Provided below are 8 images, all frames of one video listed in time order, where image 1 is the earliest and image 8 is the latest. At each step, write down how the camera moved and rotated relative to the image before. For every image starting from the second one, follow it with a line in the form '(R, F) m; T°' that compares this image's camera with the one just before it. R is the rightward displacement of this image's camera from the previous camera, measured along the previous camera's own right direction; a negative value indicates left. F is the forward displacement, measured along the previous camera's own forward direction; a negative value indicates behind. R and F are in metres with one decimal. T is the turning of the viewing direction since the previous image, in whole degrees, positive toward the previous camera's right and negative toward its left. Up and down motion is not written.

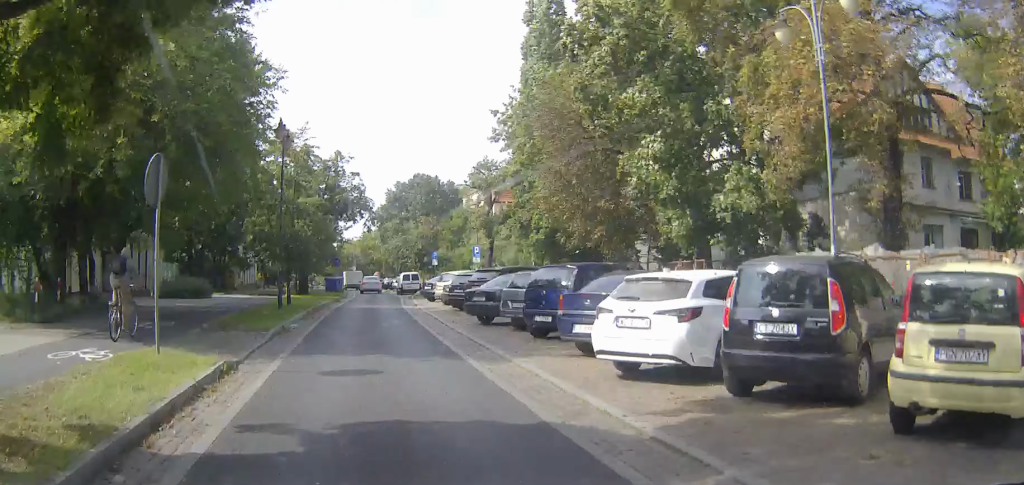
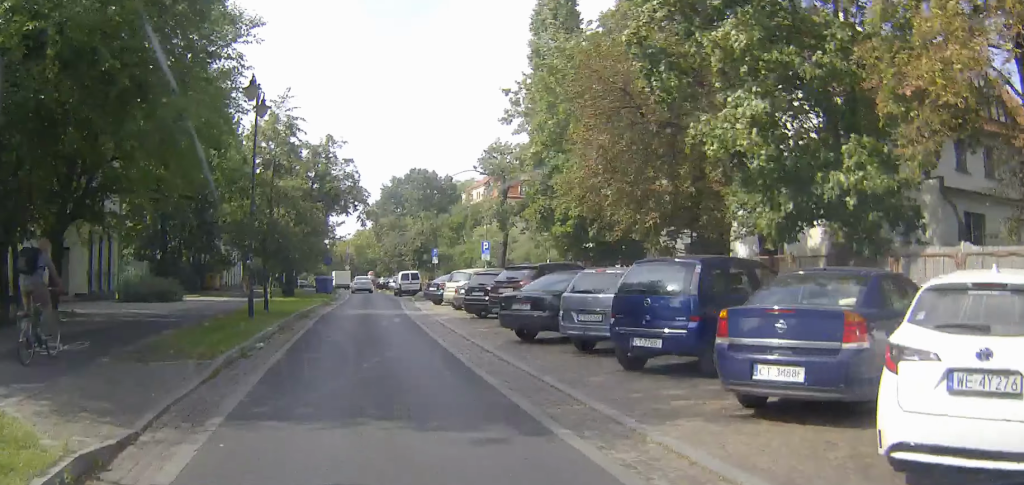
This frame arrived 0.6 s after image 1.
(0.0, +6.4) m; +1°
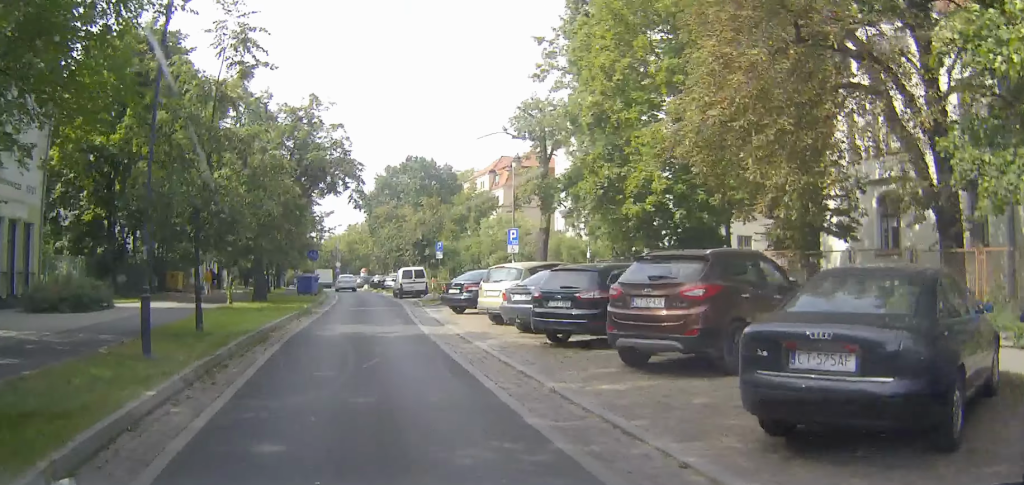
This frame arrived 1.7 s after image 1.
(+0.1, +10.7) m; +1°
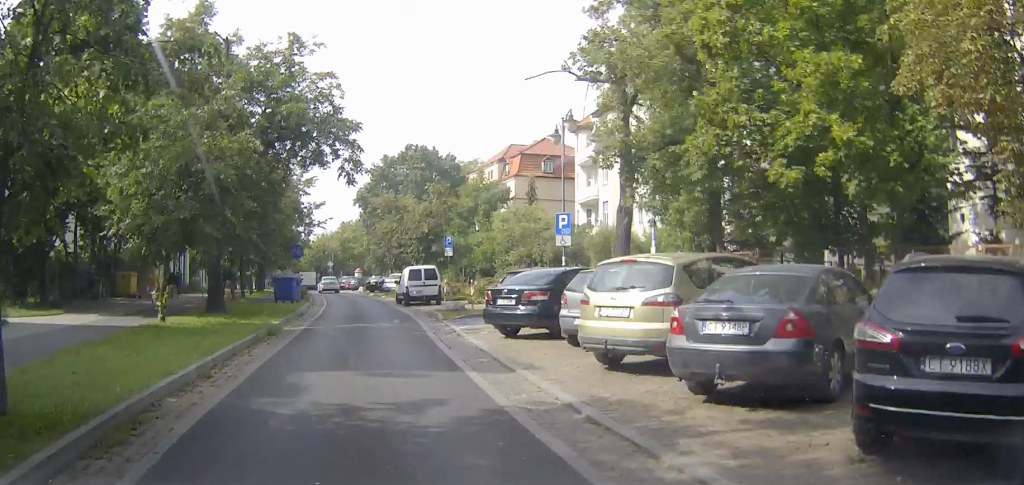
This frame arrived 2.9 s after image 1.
(0.0, +10.1) m; 0°
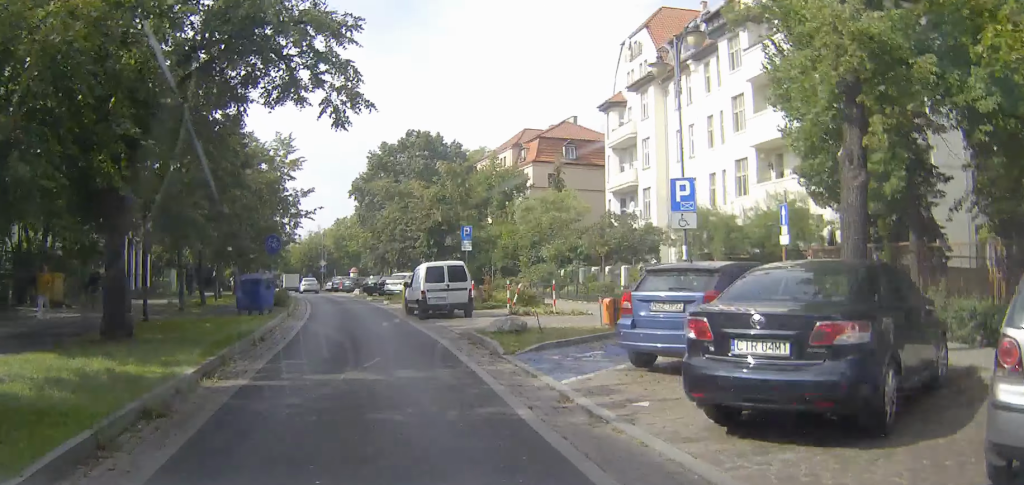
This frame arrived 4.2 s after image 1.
(-0.1, +10.4) m; -1°
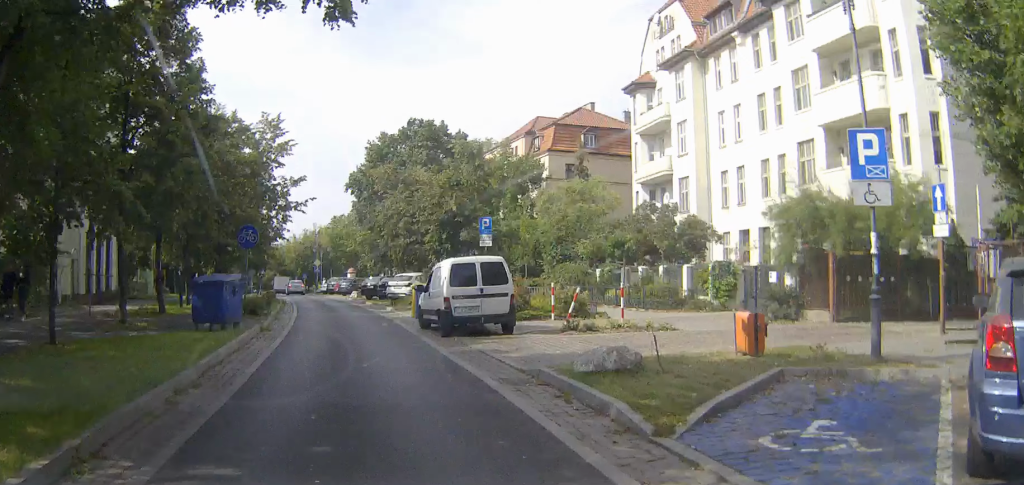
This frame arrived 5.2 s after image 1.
(-0.1, +6.8) m; -1°
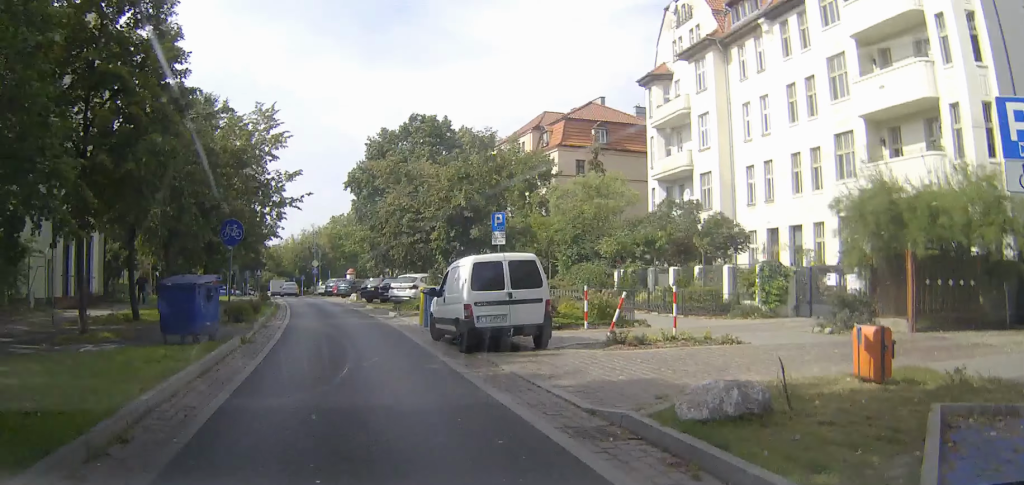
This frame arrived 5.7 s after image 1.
(0.0, +3.2) m; 0°
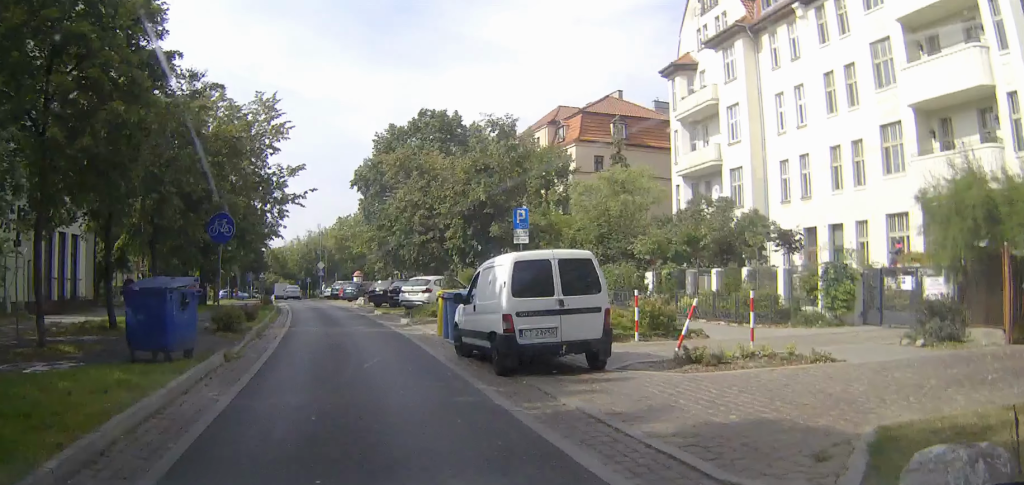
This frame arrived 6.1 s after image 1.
(0.0, +3.0) m; 0°
